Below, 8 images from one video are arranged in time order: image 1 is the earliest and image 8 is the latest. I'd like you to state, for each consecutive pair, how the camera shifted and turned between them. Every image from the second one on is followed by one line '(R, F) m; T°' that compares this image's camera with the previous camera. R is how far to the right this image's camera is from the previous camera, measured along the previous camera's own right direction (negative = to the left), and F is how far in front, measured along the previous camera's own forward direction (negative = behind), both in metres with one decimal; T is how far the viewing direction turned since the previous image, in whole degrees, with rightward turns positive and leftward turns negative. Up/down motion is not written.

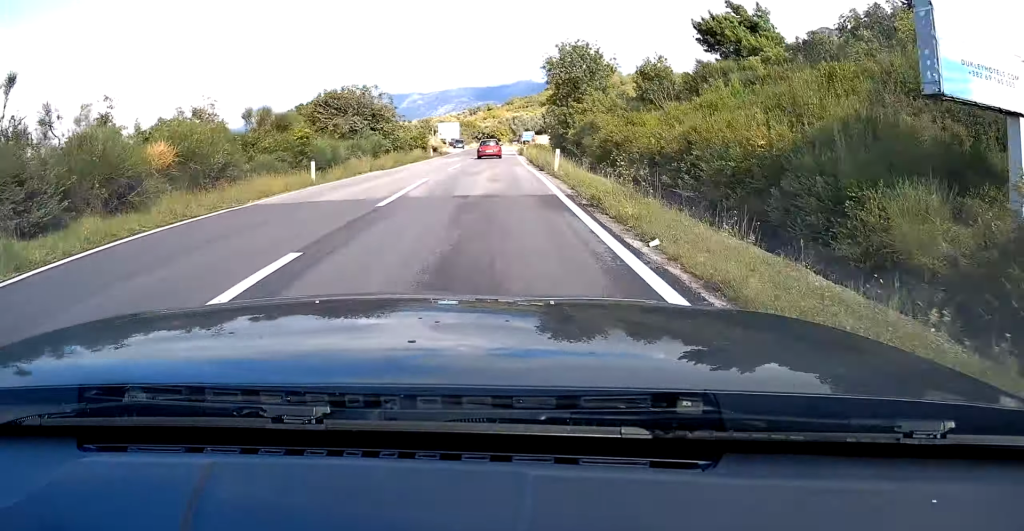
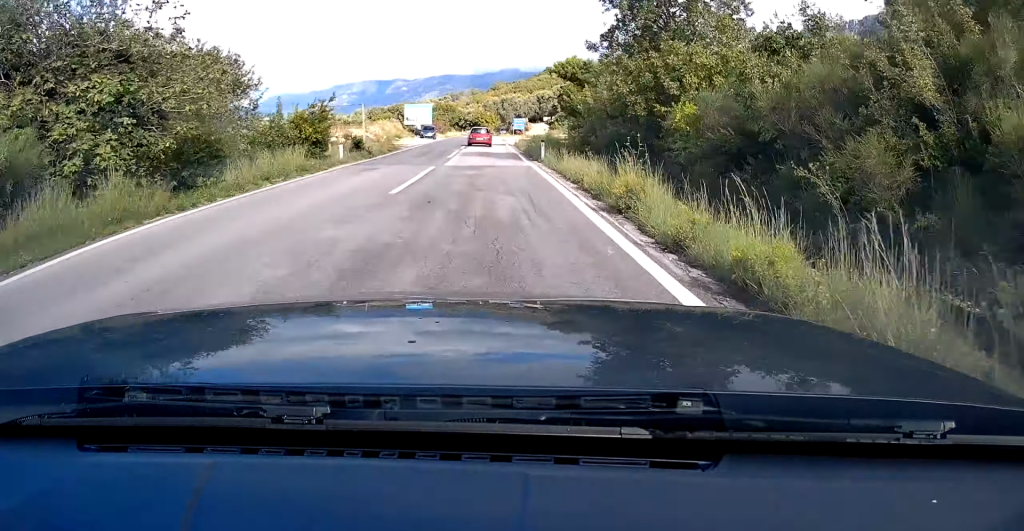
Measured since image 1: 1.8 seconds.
(+0.5, +30.6) m; +2°
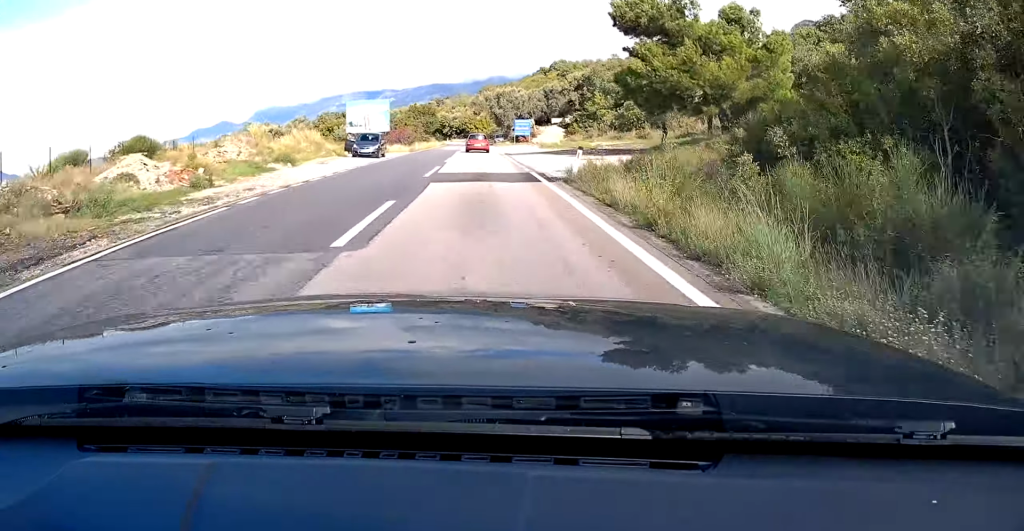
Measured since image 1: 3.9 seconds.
(+0.4, +35.7) m; +1°
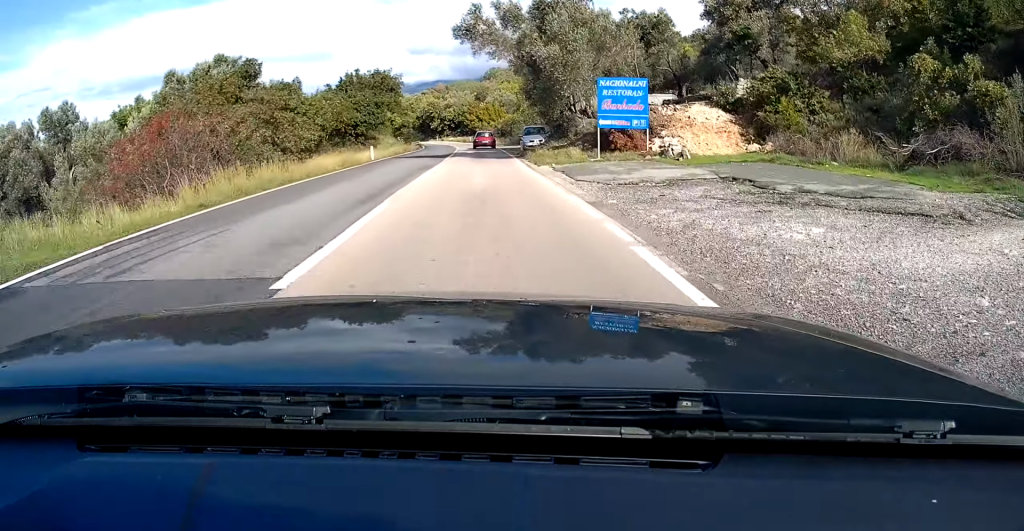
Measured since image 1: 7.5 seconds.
(-0.1, +58.5) m; 0°
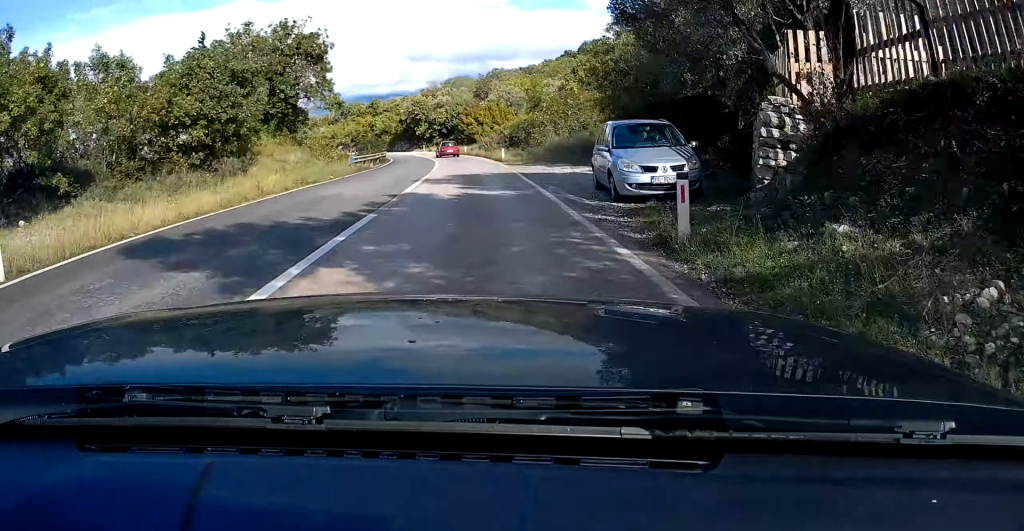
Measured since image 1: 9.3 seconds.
(0.0, +29.3) m; -1°
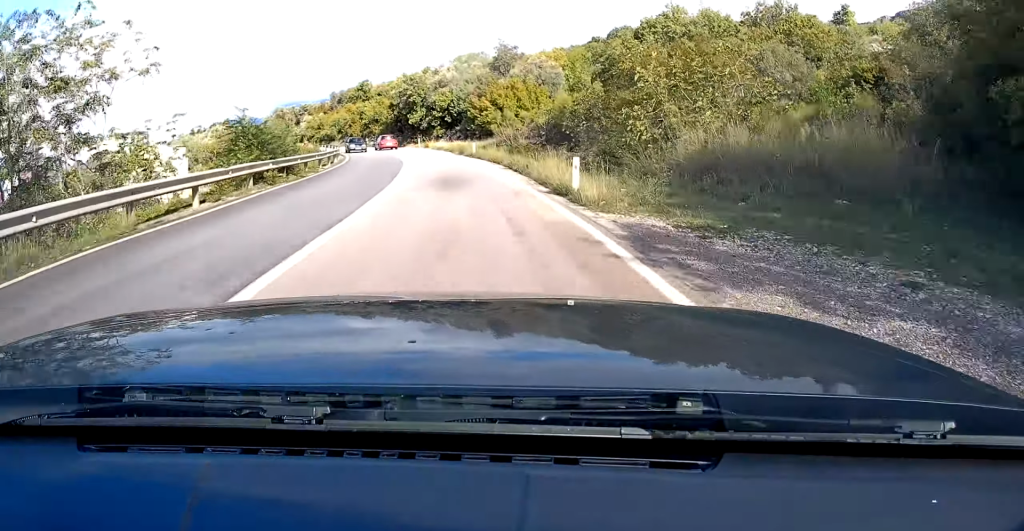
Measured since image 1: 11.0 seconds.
(-0.1, +26.6) m; -3°
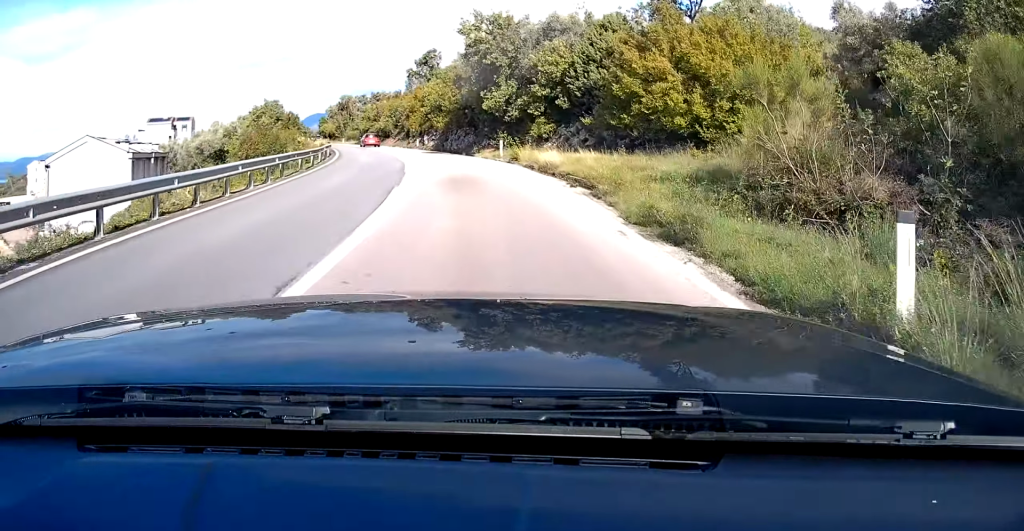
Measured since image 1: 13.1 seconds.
(-1.7, +33.6) m; -8°
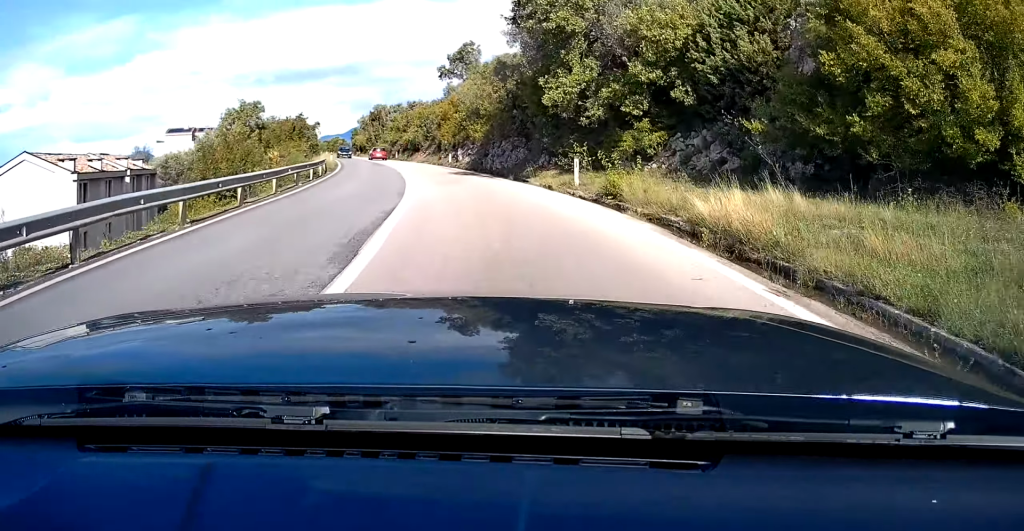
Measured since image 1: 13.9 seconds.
(-1.1, +13.2) m; -3°
